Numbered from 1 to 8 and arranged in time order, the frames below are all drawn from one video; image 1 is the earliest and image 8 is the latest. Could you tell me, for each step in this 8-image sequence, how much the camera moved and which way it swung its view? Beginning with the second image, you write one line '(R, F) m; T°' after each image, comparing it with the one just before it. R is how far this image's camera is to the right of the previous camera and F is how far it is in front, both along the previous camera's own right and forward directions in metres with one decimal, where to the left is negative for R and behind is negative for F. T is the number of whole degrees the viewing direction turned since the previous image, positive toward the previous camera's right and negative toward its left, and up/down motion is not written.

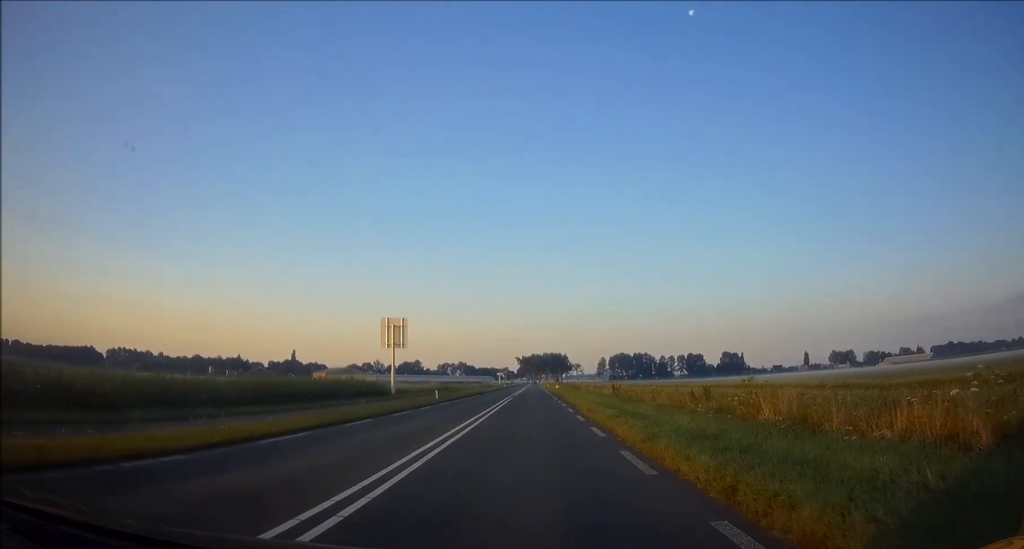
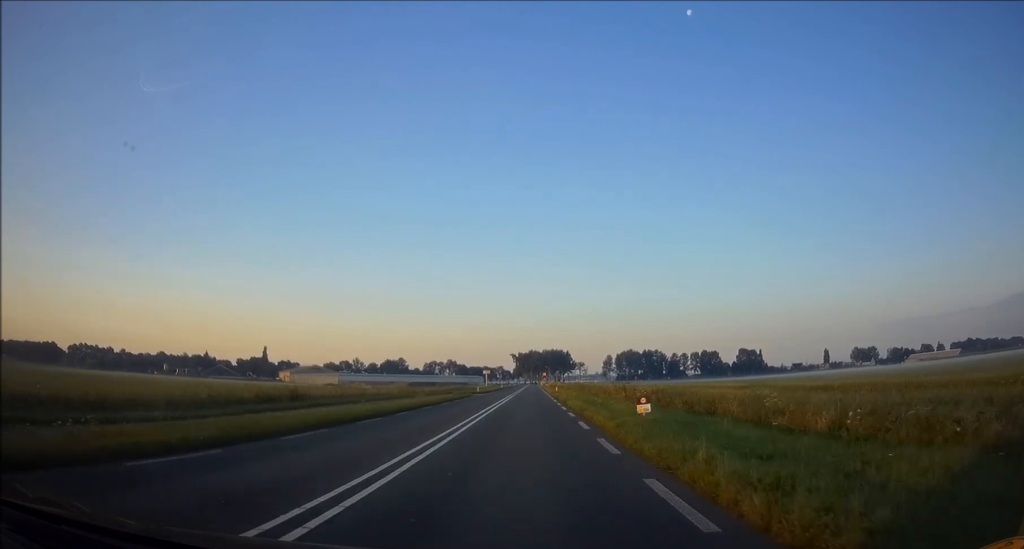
(+0.3, +66.7) m; 0°
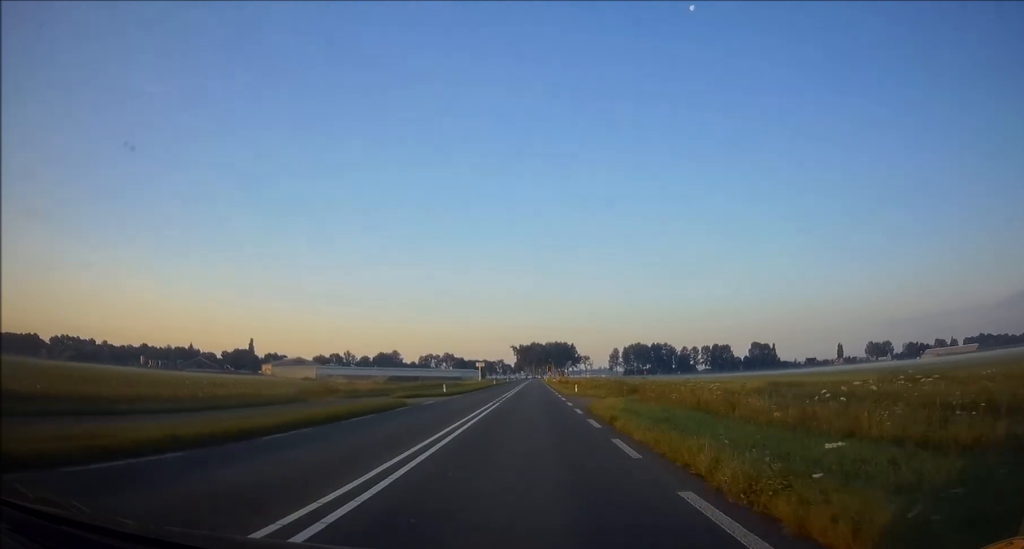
(-0.1, +31.5) m; 0°
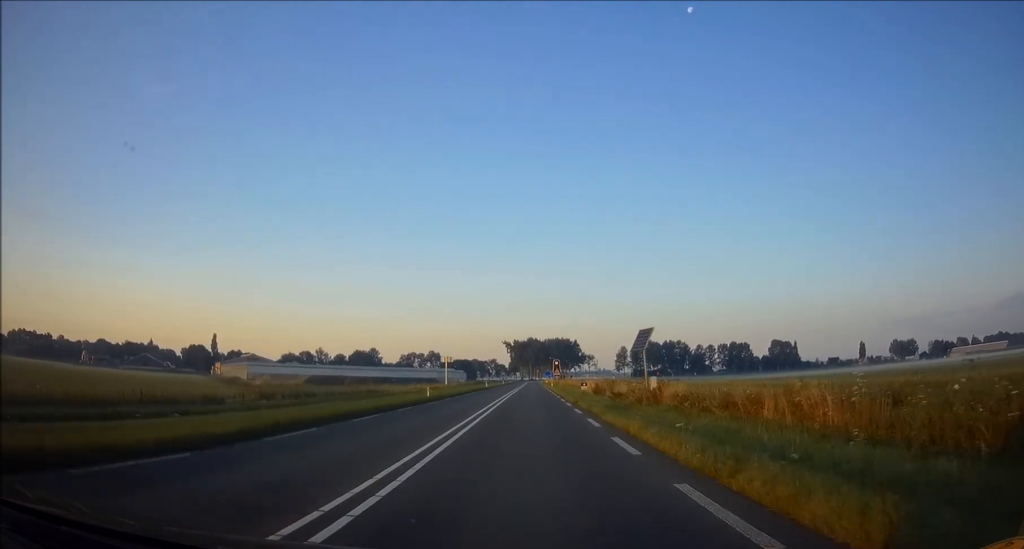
(+0.3, +60.7) m; 0°
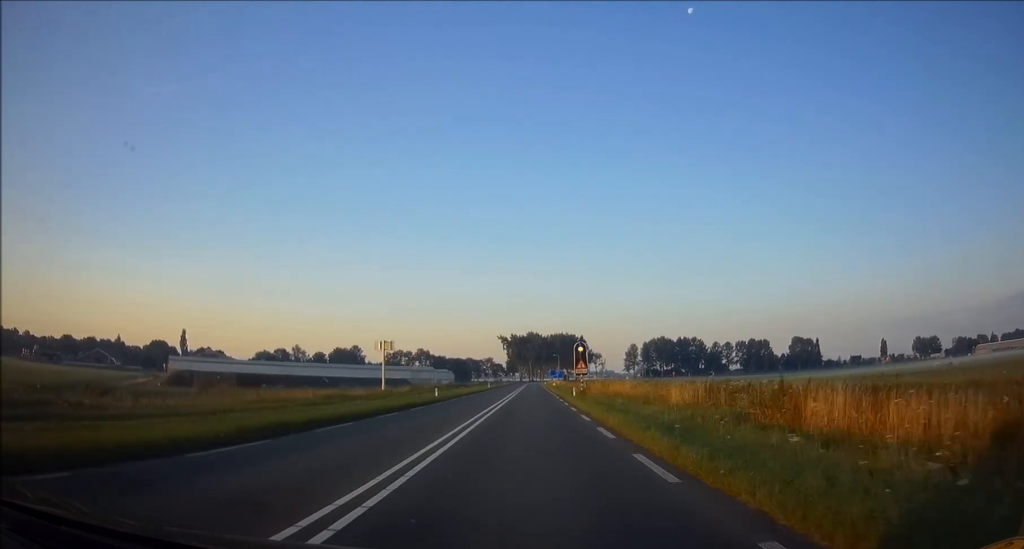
(+0.1, +46.4) m; 0°
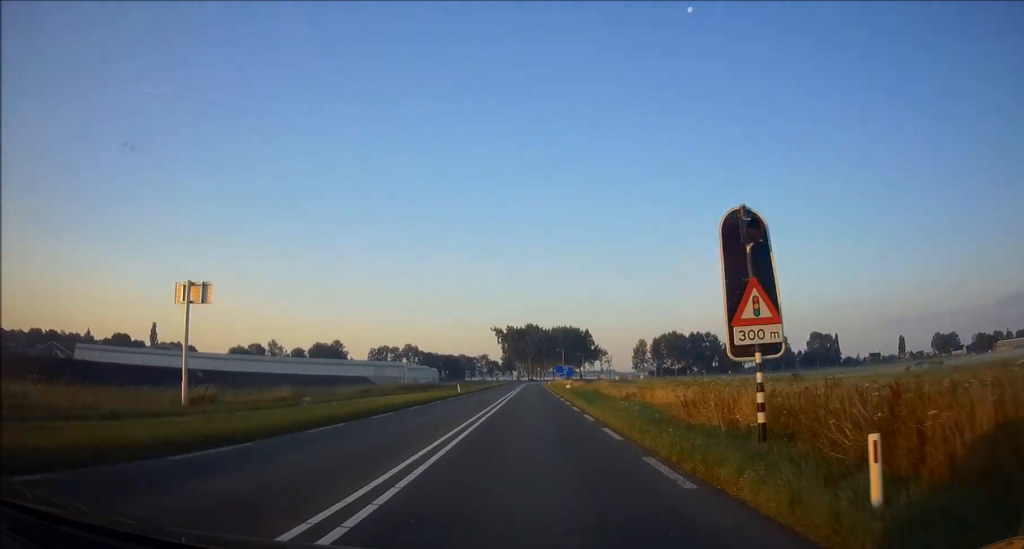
(0.0, +36.8) m; 0°
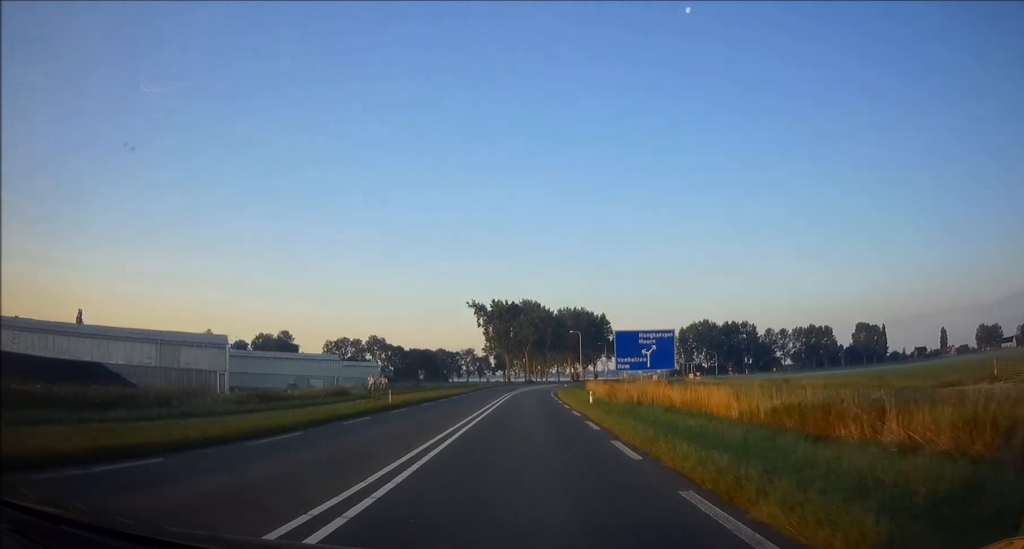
(-0.2, +77.1) m; 0°
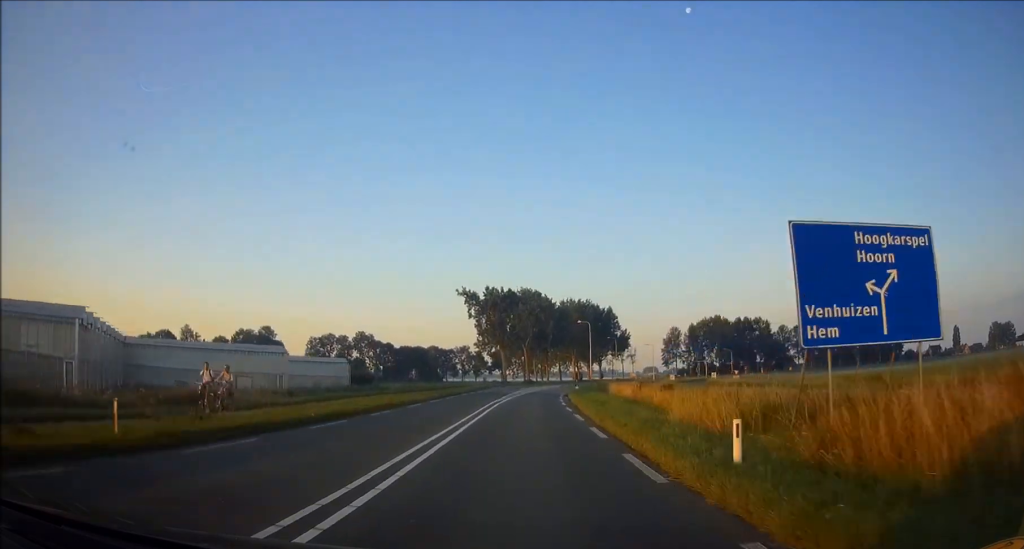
(-0.1, +20.8) m; 0°
